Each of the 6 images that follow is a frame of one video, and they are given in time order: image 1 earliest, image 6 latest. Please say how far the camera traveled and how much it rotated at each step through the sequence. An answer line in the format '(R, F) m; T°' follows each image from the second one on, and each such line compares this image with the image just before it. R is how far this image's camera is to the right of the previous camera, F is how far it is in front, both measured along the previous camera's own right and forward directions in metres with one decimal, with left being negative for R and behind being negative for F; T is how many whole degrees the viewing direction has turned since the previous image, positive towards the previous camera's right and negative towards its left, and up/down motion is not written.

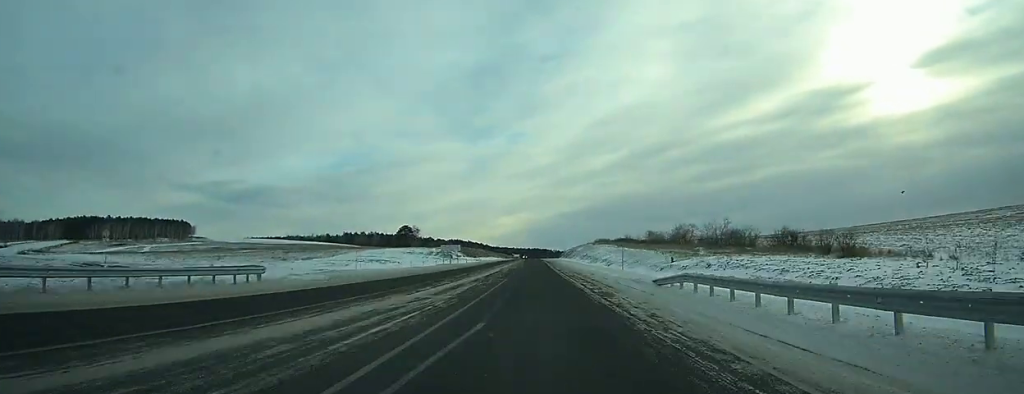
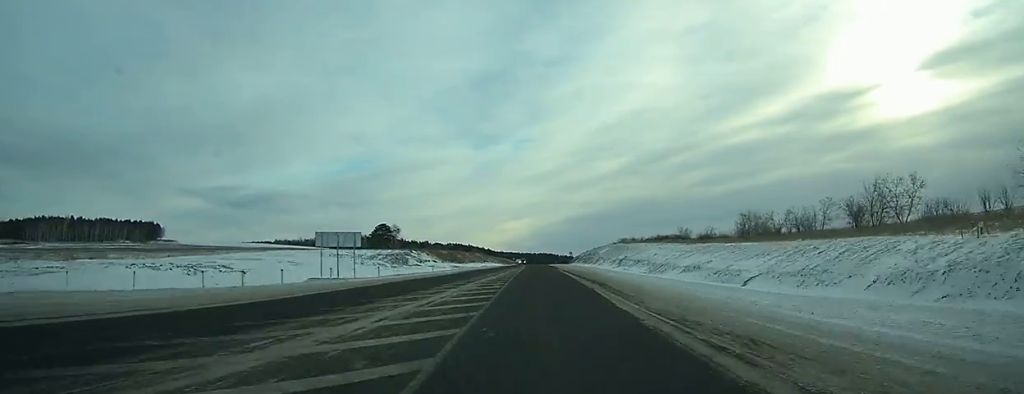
(-0.2, +62.0) m; 0°
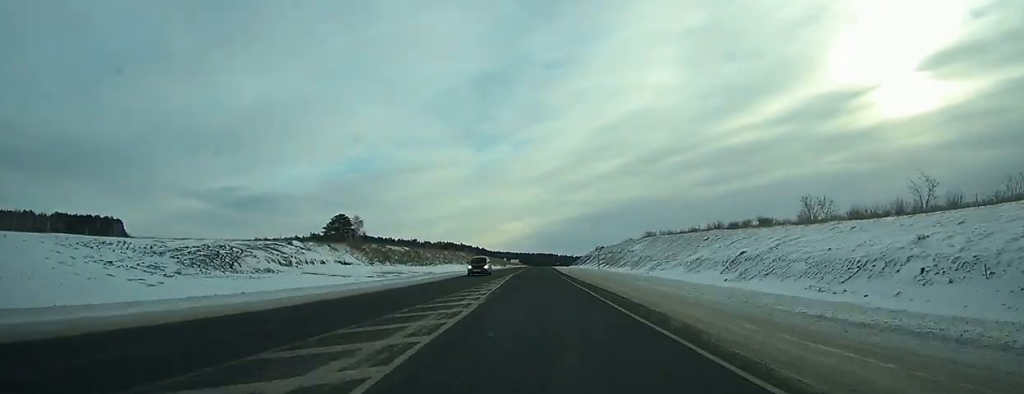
(+0.1, +60.3) m; 0°
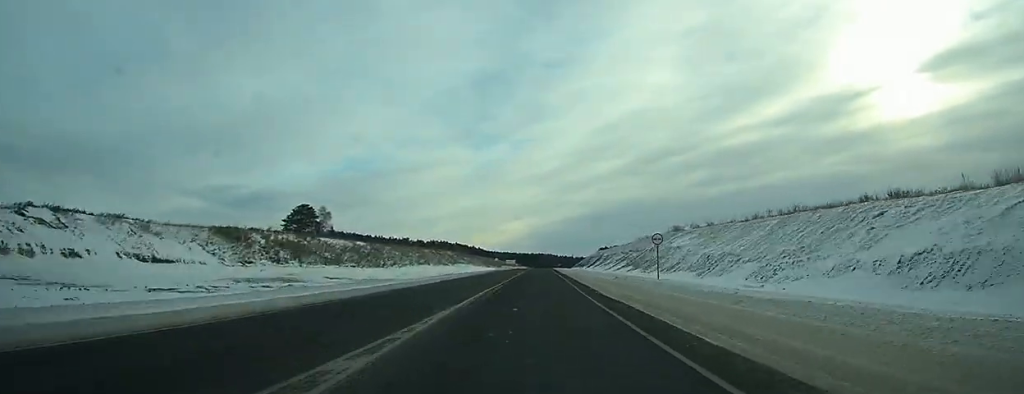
(0.0, +35.9) m; 0°
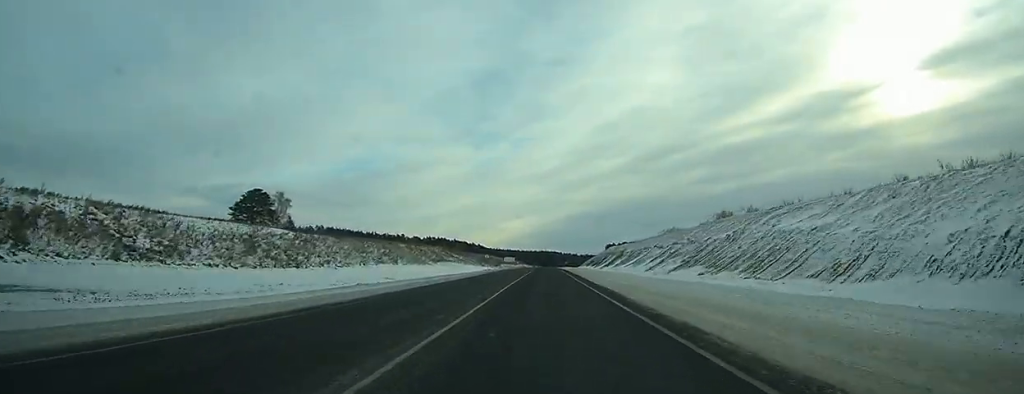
(0.0, +38.0) m; 0°
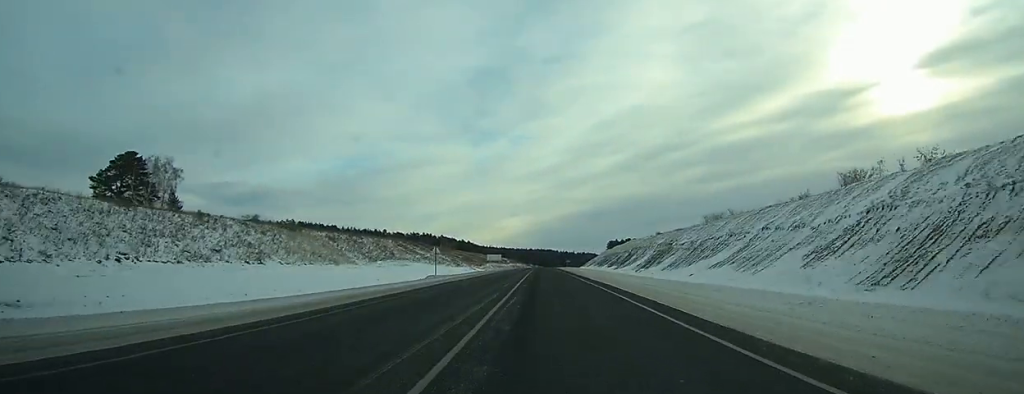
(+0.1, +54.1) m; 0°
